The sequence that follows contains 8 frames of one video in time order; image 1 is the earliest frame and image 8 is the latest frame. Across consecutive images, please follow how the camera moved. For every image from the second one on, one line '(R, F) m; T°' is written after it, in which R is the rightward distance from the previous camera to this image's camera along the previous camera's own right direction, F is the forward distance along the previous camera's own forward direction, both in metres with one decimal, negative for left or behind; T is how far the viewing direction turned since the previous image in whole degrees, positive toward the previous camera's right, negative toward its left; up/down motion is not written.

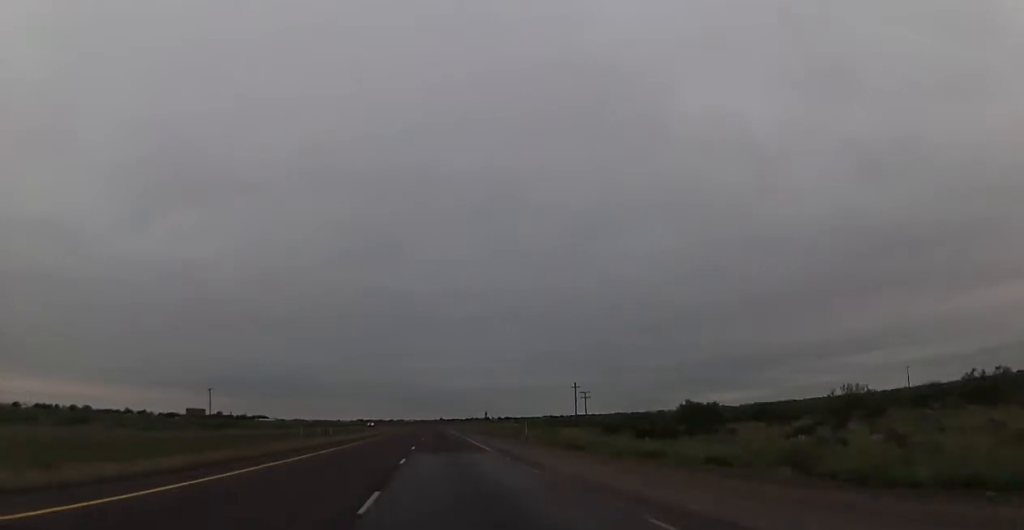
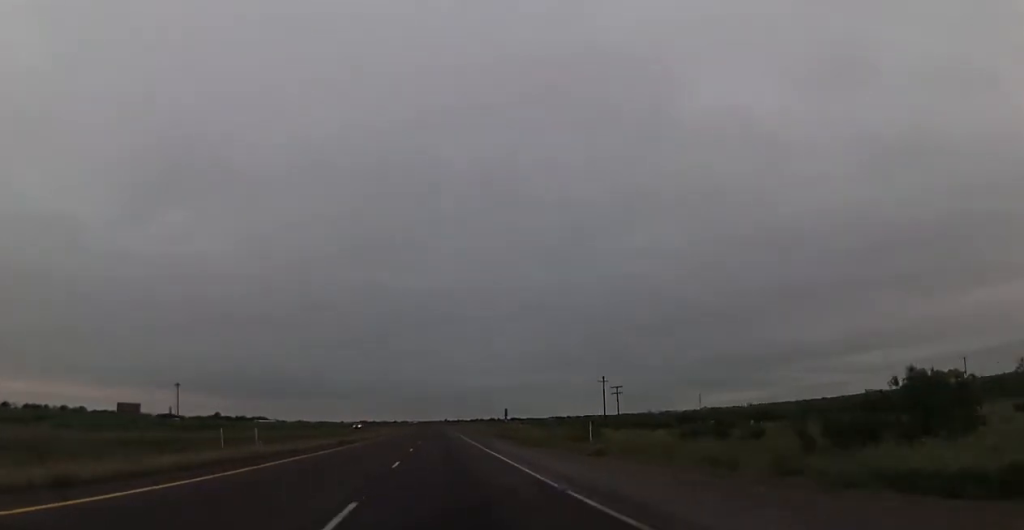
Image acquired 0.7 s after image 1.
(+0.3, +25.9) m; 0°
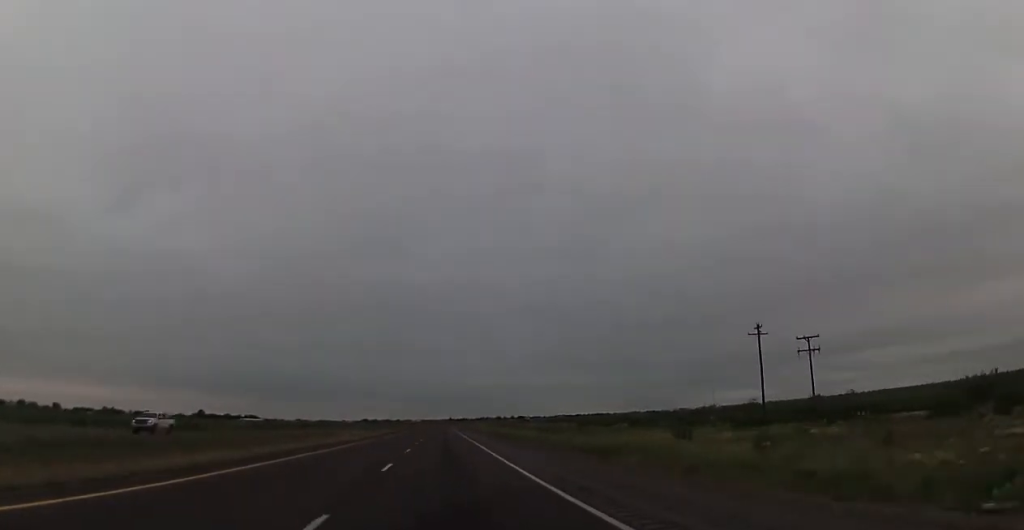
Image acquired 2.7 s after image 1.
(-0.8, +74.1) m; -1°
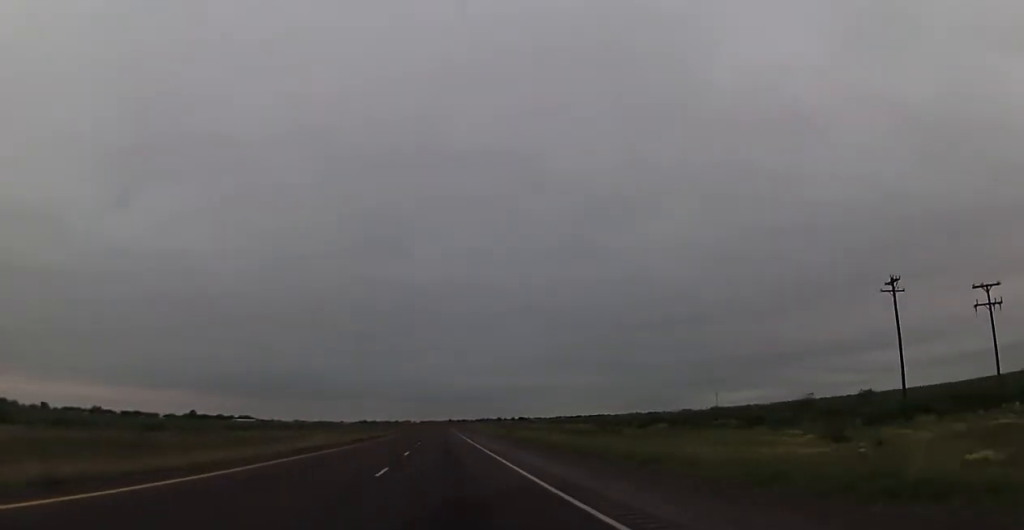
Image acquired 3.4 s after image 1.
(0.0, +25.9) m; 0°
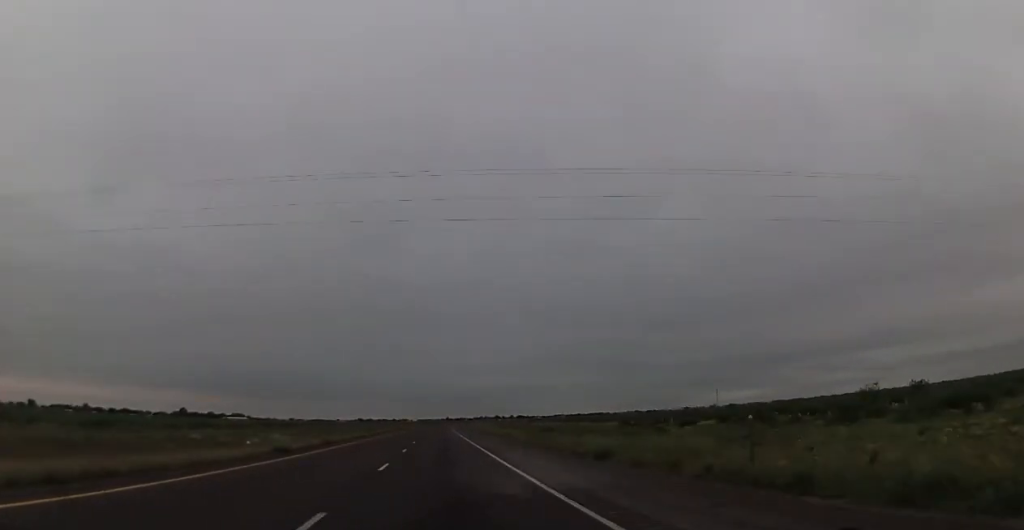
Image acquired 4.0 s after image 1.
(0.0, +22.2) m; 0°
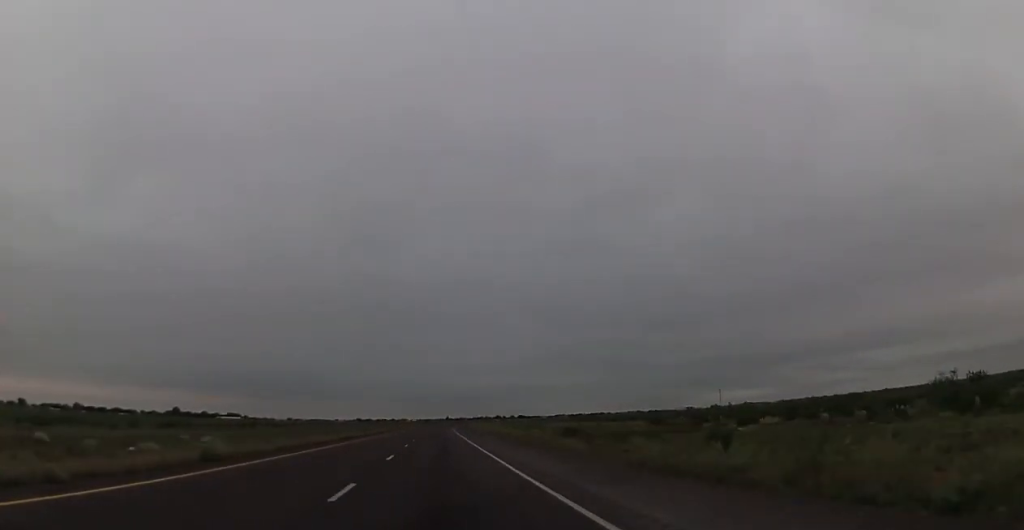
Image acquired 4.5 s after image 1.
(+0.1, +19.8) m; 0°
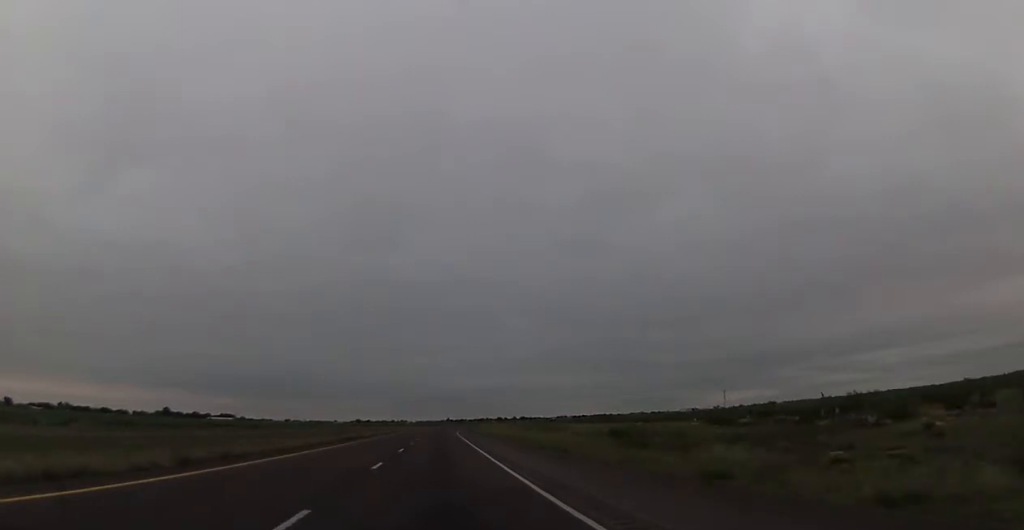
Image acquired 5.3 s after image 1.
(0.0, +28.4) m; 0°
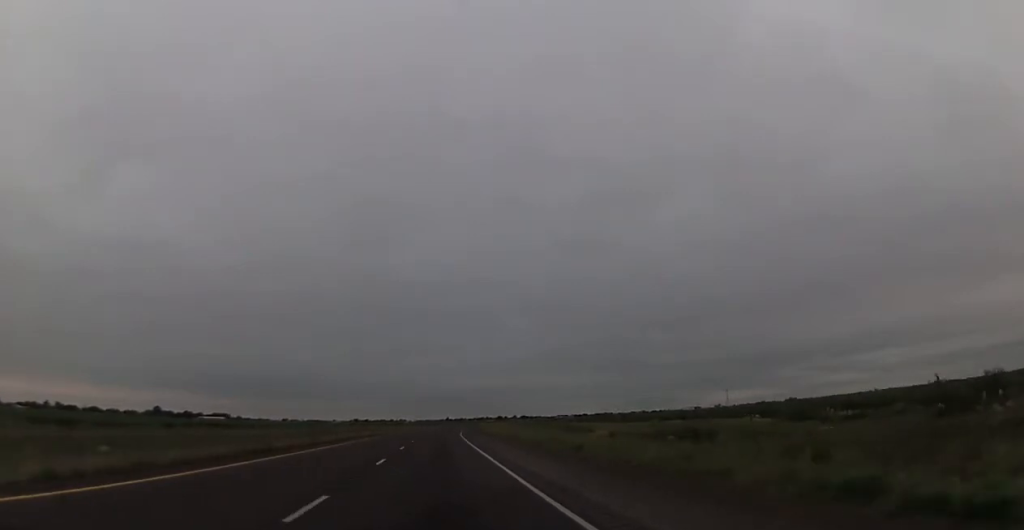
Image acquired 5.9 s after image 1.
(-0.2, +22.2) m; 0°
